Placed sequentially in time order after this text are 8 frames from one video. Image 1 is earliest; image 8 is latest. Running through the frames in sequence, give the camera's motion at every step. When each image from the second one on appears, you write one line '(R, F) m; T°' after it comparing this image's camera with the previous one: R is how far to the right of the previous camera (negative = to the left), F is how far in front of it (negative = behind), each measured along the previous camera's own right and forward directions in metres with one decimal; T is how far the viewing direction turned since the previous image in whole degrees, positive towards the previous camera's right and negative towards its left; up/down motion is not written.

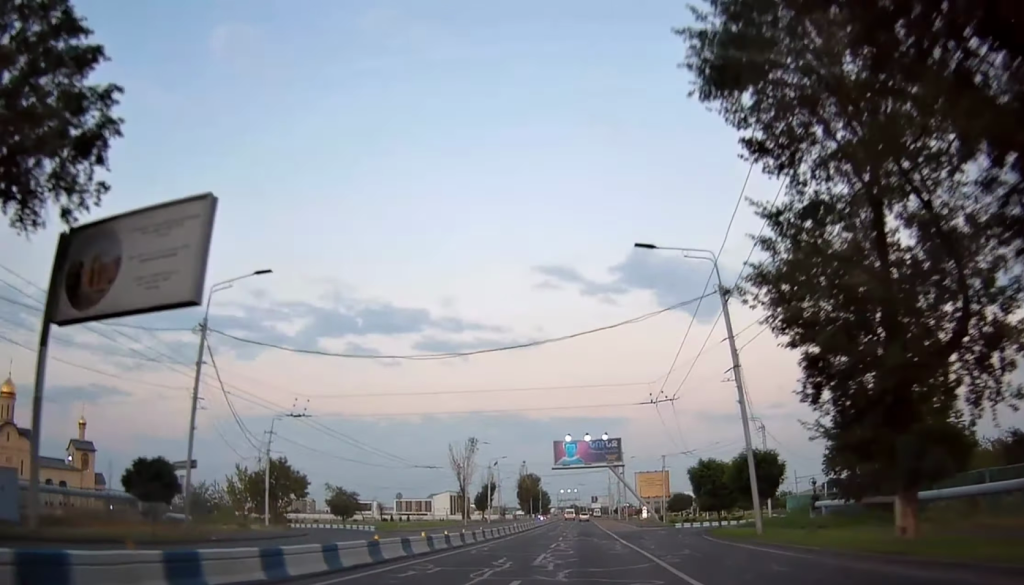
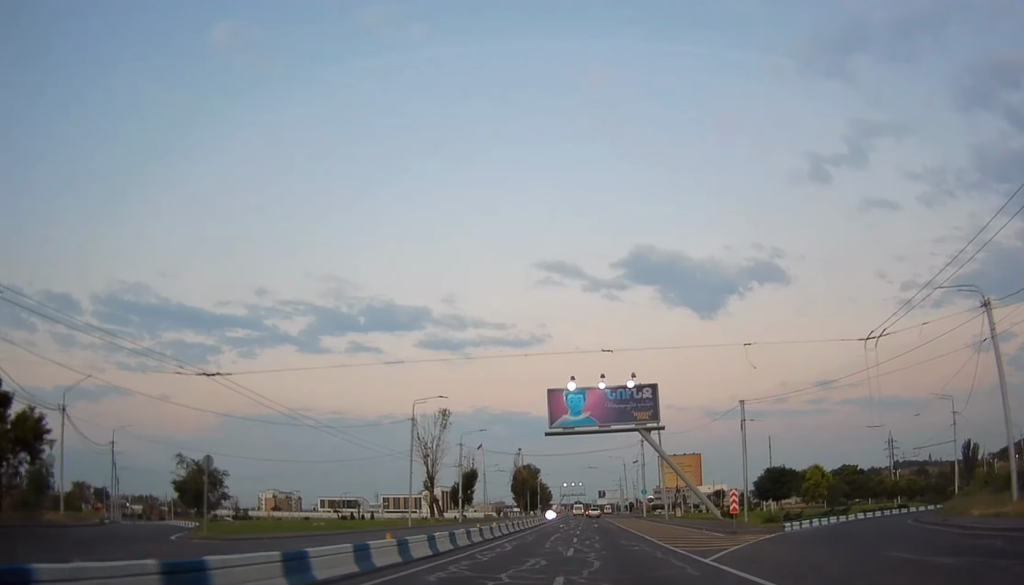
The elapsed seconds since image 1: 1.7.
(-0.2, +36.4) m; -1°
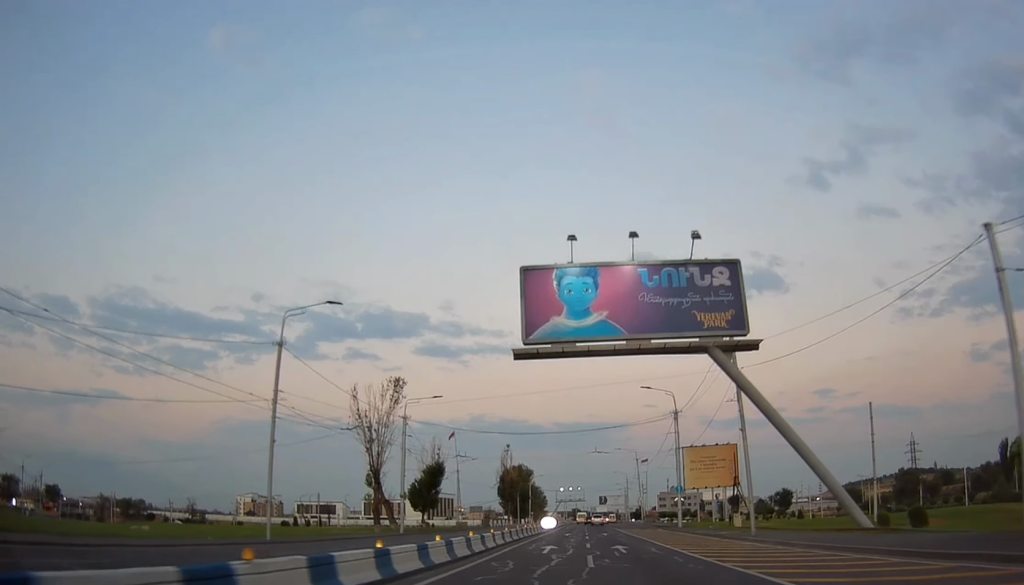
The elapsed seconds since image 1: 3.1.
(+0.2, +29.8) m; 0°
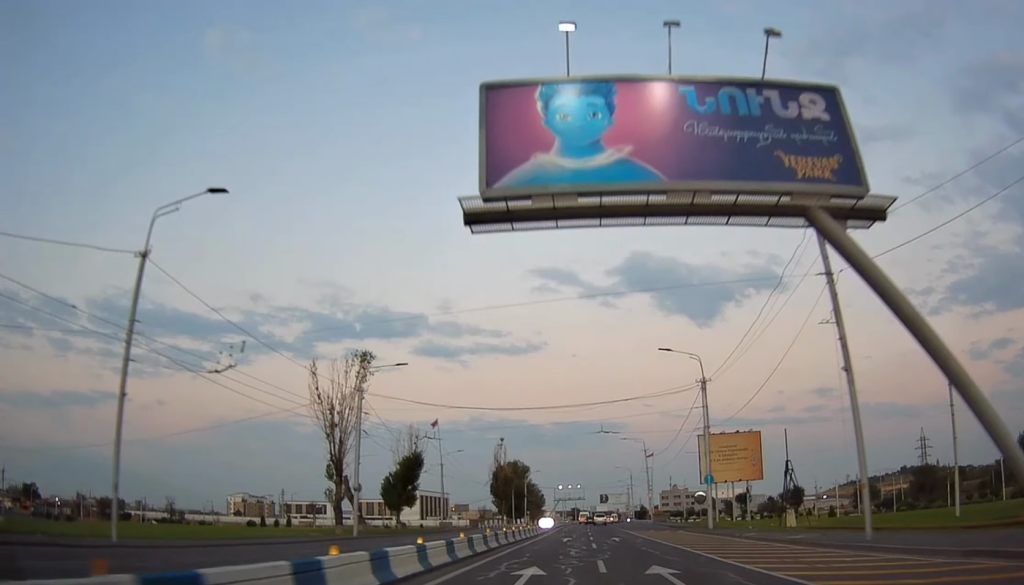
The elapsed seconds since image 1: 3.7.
(0.0, +12.8) m; 0°
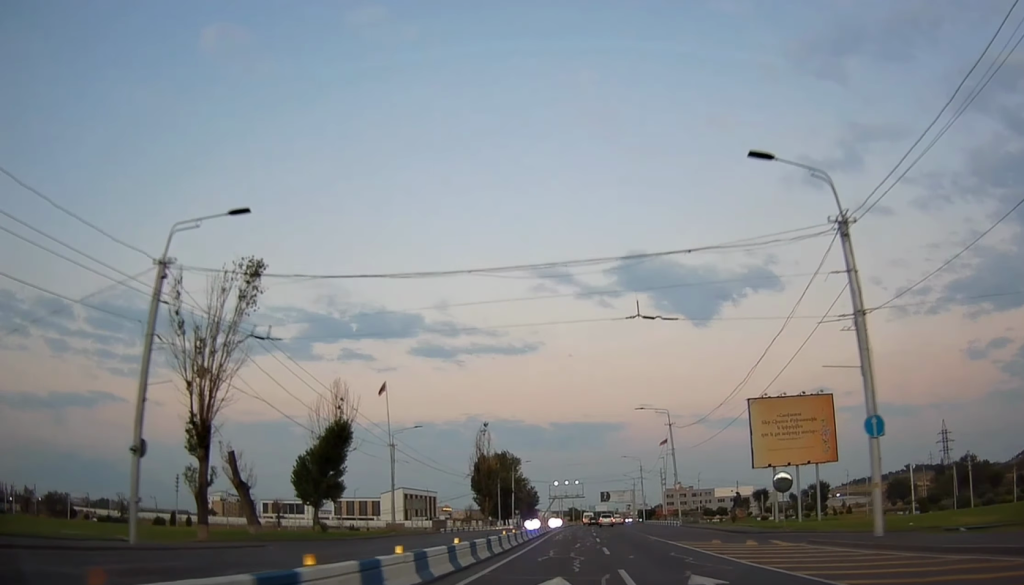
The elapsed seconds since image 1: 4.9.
(-0.1, +25.4) m; 0°
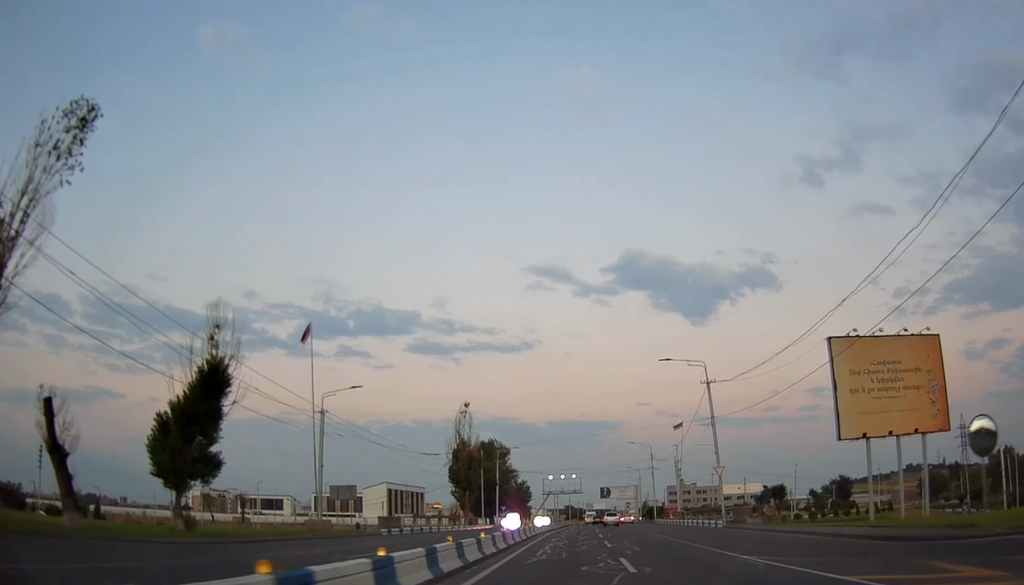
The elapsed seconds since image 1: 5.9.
(+0.1, +20.2) m; +1°
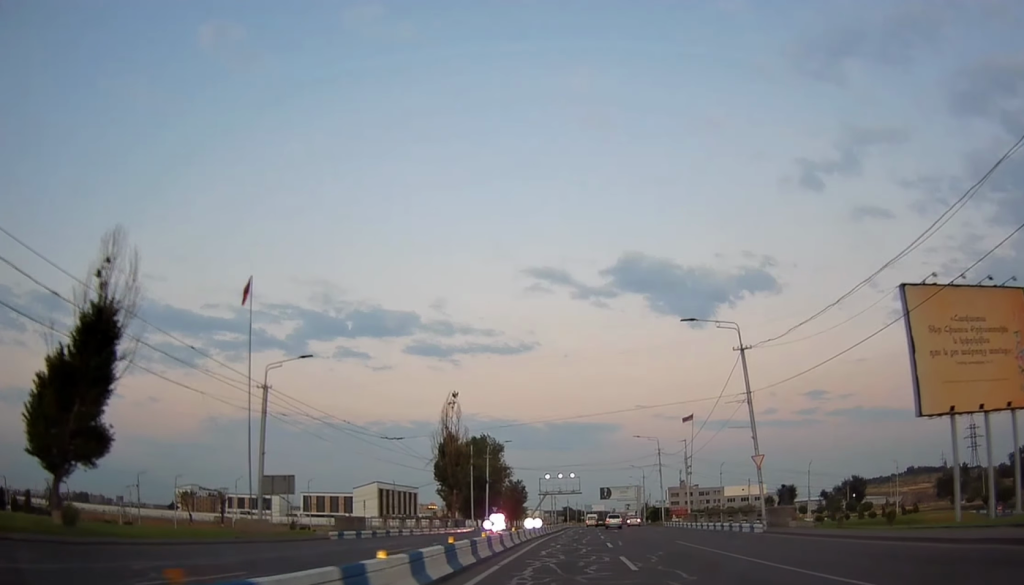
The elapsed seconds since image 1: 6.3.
(0.0, +9.8) m; 0°
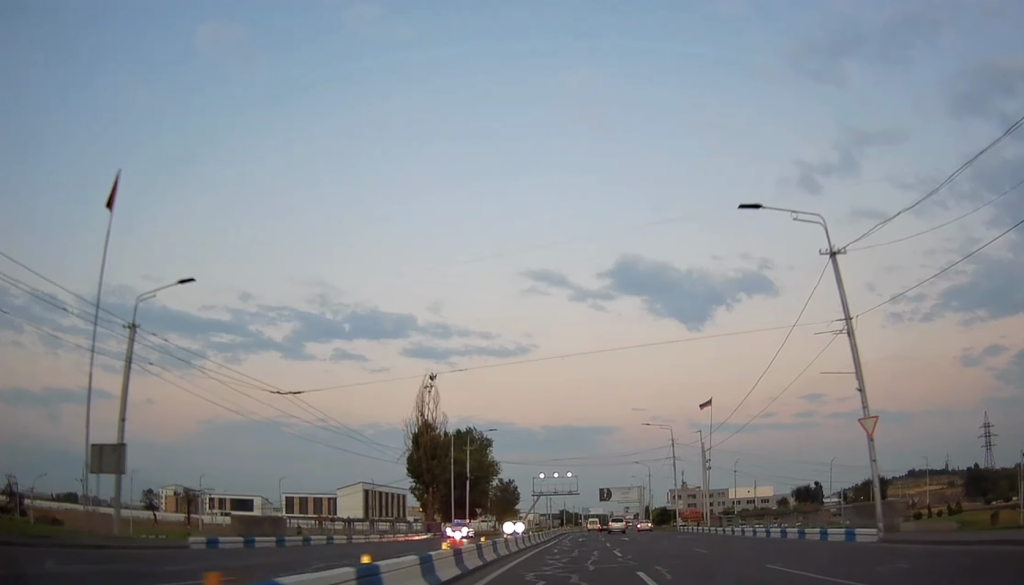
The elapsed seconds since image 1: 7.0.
(+0.1, +14.6) m; 0°
